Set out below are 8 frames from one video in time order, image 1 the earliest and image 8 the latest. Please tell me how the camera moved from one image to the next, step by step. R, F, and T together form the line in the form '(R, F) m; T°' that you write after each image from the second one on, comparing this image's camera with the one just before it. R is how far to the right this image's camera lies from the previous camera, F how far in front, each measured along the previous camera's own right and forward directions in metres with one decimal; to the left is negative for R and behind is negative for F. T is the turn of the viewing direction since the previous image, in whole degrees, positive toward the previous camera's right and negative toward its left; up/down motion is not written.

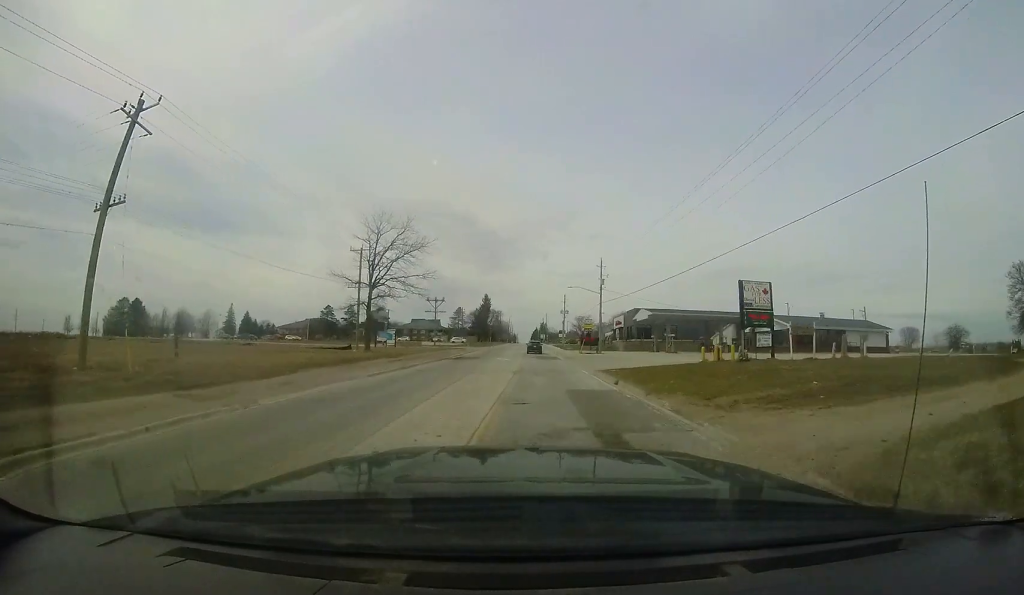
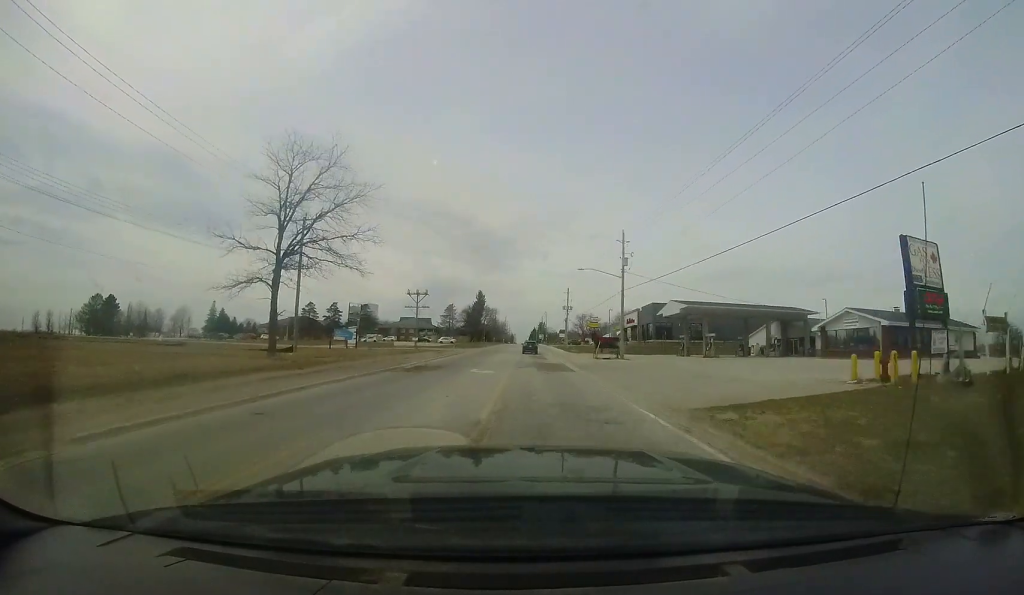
(-0.1, +12.3) m; 0°
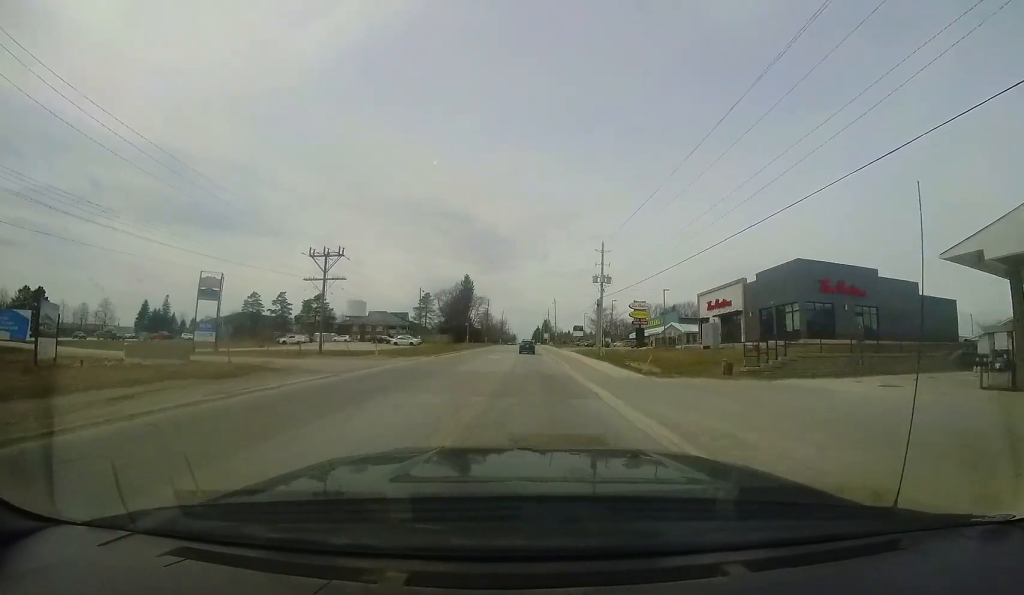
(+0.2, +35.1) m; 0°
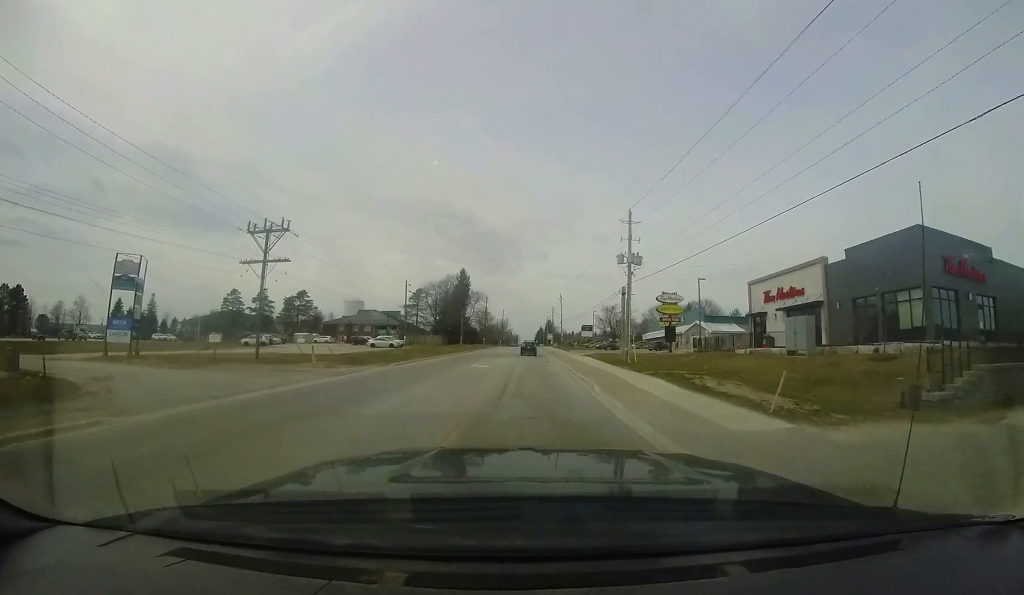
(-0.3, +10.6) m; +1°
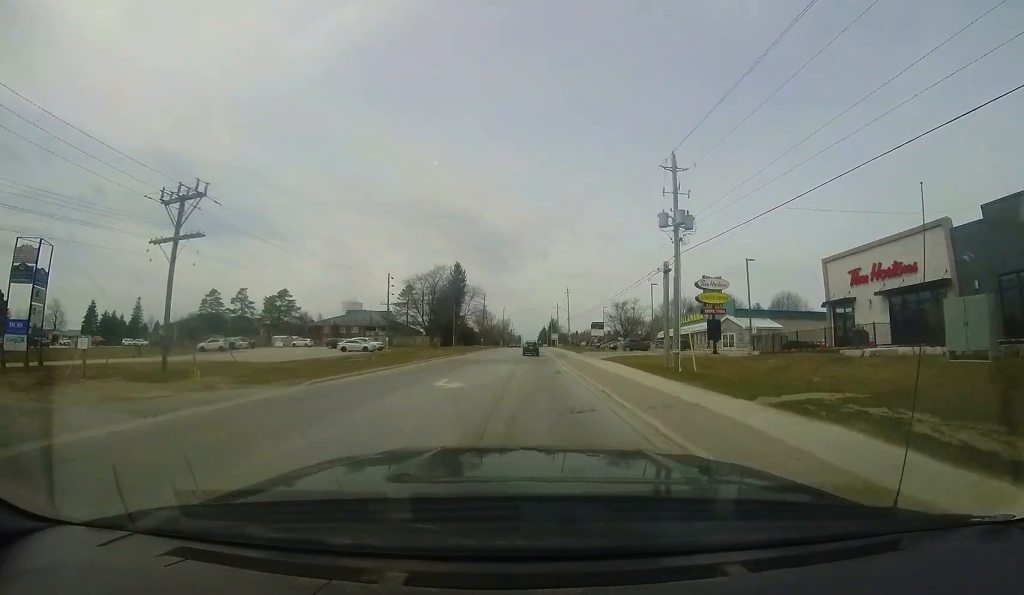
(+0.3, +9.7) m; 0°
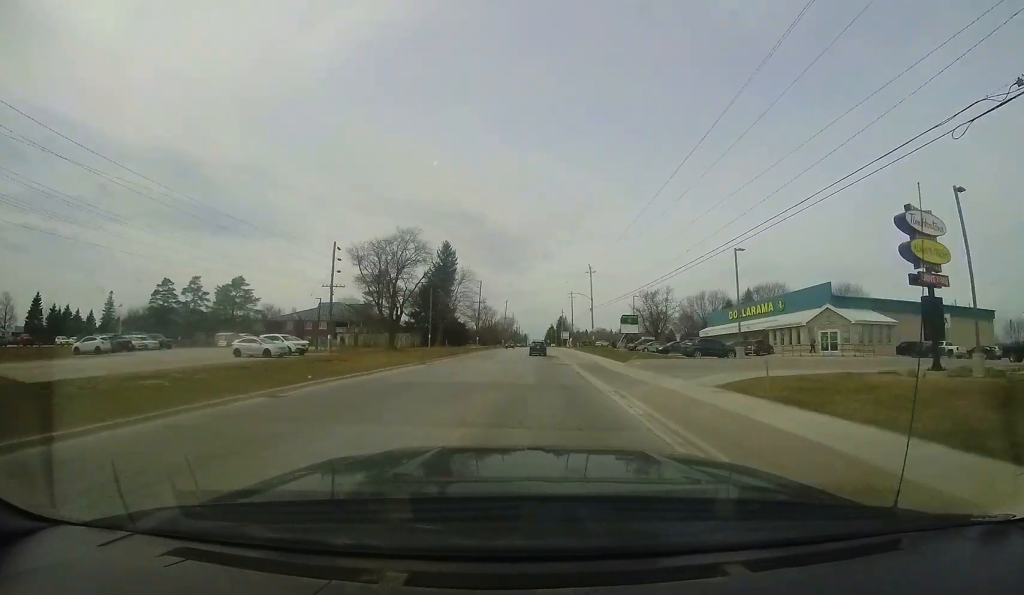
(-0.3, +18.9) m; -1°
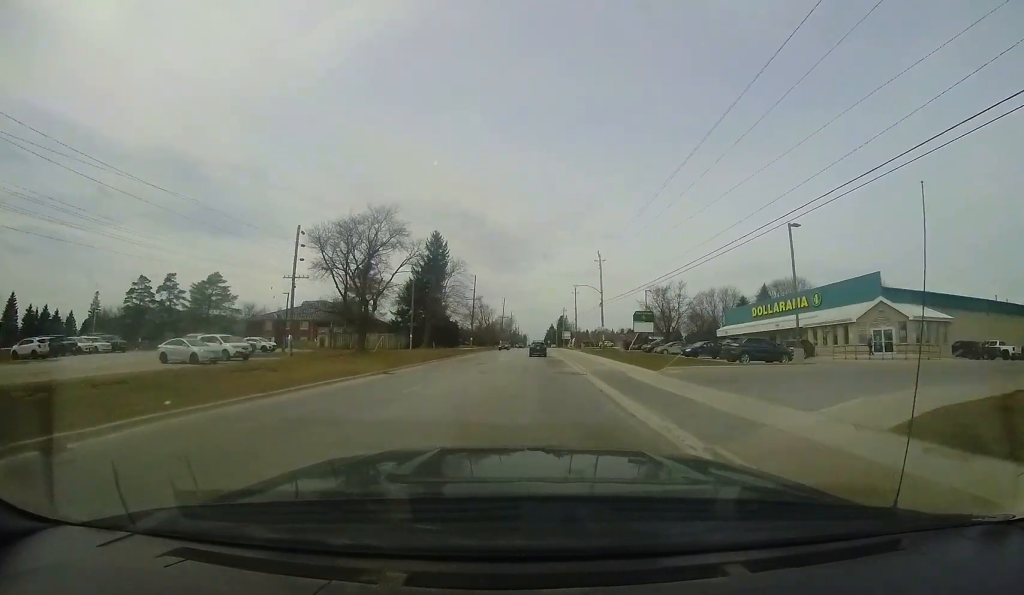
(+0.1, +6.8) m; 0°
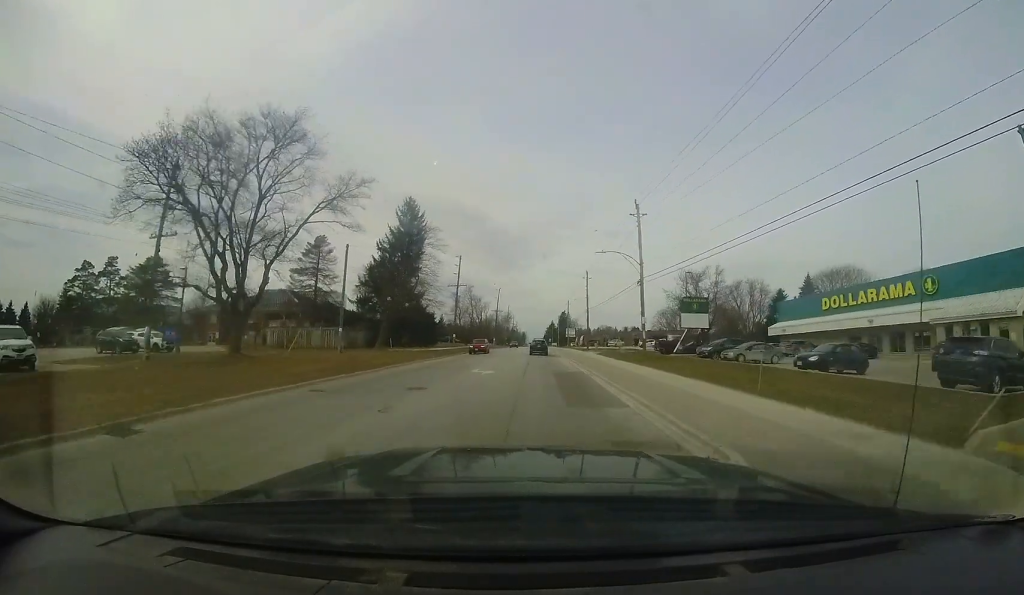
(+0.1, +14.5) m; -1°
